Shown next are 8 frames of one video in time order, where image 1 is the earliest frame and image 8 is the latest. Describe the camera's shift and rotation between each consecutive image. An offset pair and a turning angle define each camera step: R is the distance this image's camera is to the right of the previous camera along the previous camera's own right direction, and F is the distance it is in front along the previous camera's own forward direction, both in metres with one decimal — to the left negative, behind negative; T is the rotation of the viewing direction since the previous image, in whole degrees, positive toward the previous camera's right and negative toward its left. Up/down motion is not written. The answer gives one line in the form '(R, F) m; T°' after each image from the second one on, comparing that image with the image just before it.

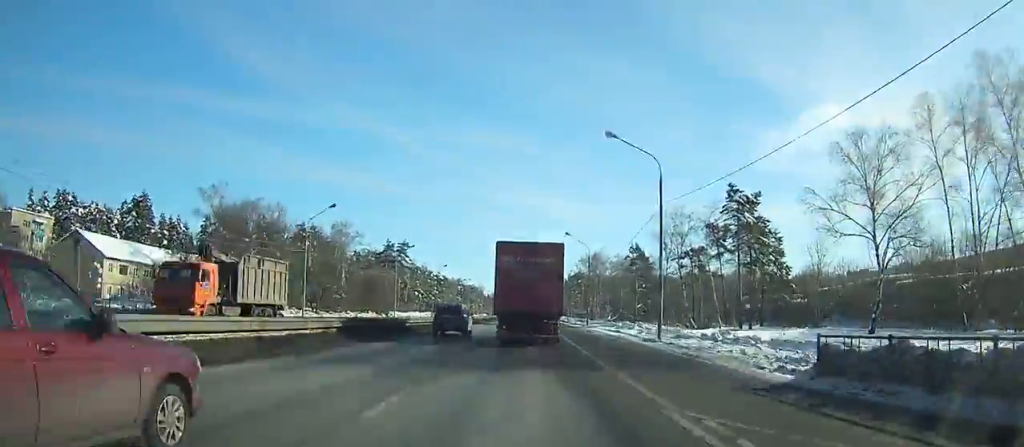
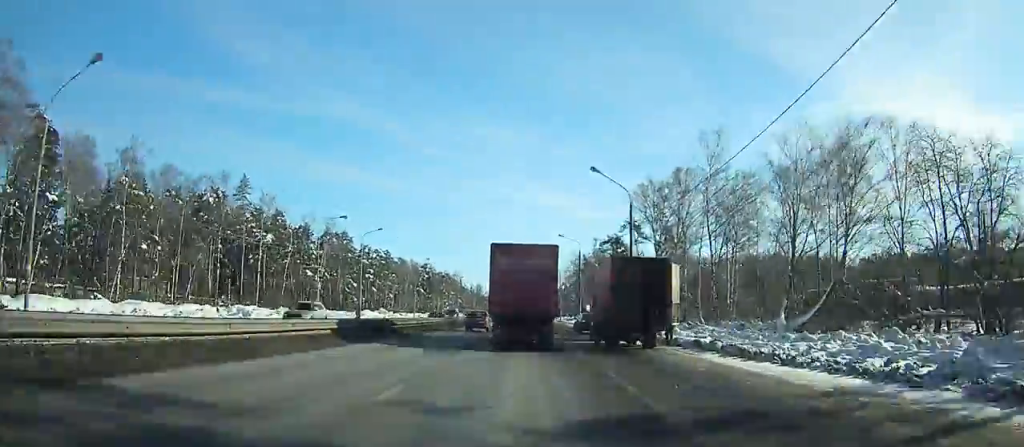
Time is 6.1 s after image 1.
(-0.2, +101.0) m; 0°
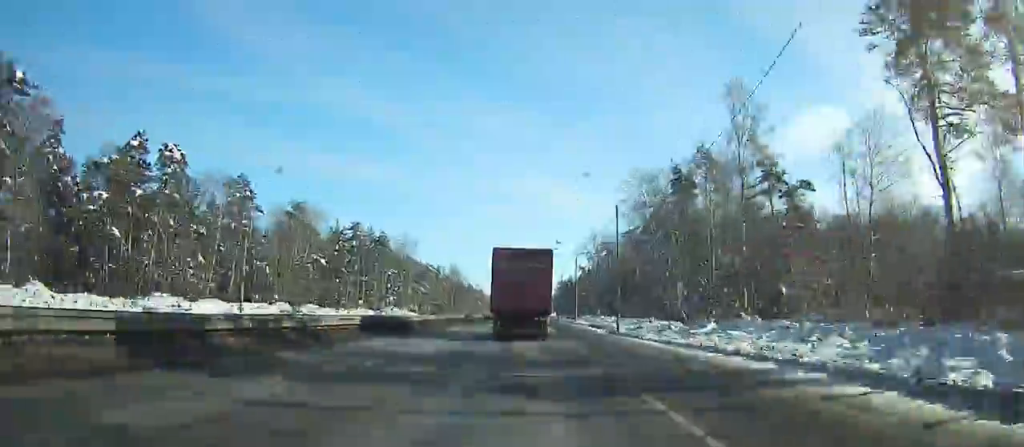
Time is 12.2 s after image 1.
(0.0, +103.0) m; 0°
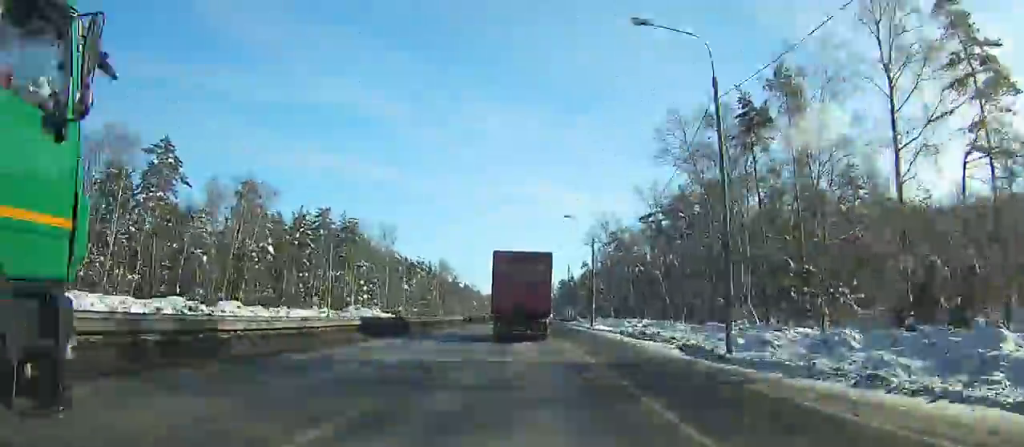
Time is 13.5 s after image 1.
(0.0, +22.0) m; 0°
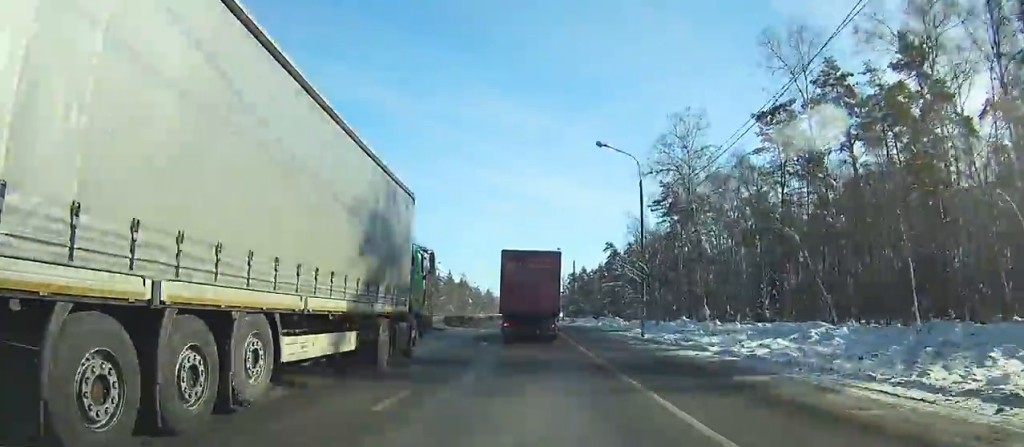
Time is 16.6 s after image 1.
(0.0, +52.3) m; 0°
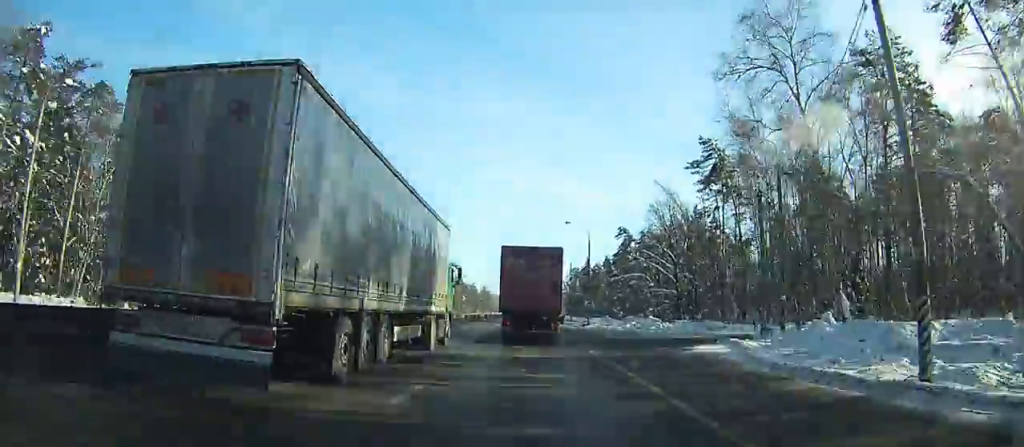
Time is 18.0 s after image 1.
(-0.1, +23.5) m; 0°
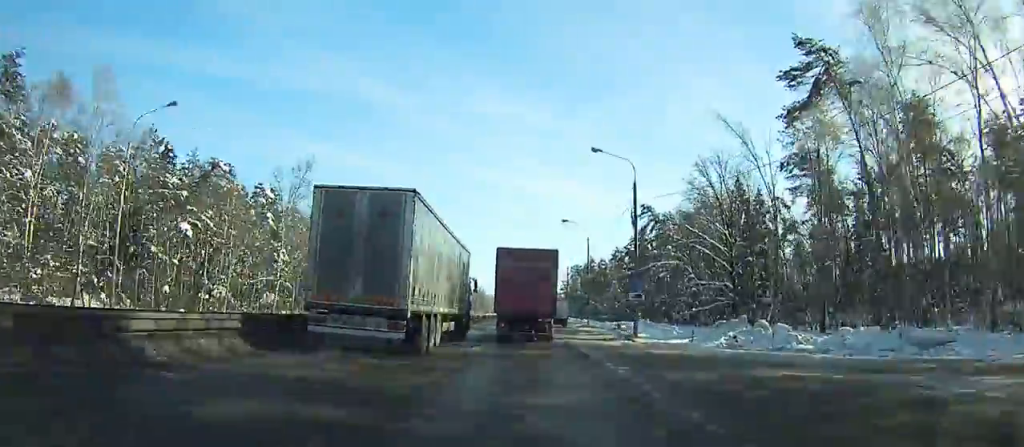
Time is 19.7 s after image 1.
(0.0, +28.3) m; 0°
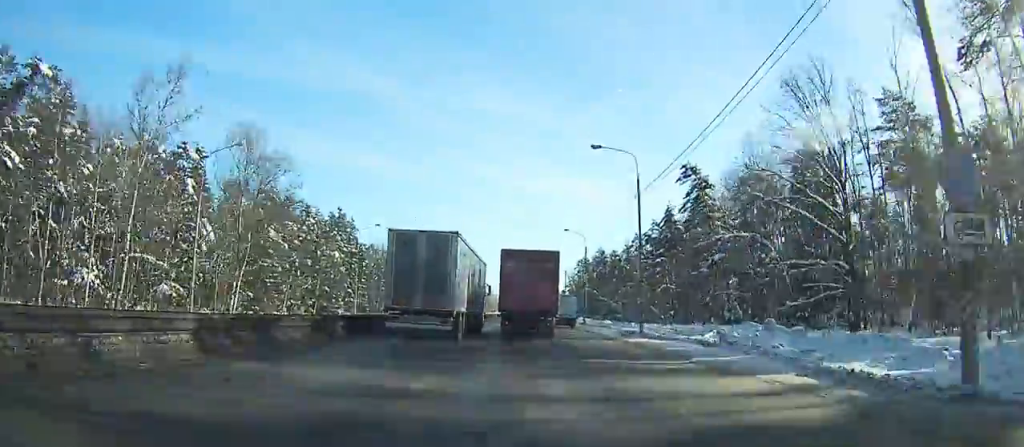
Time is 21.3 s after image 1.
(+0.2, +26.4) m; 0°
